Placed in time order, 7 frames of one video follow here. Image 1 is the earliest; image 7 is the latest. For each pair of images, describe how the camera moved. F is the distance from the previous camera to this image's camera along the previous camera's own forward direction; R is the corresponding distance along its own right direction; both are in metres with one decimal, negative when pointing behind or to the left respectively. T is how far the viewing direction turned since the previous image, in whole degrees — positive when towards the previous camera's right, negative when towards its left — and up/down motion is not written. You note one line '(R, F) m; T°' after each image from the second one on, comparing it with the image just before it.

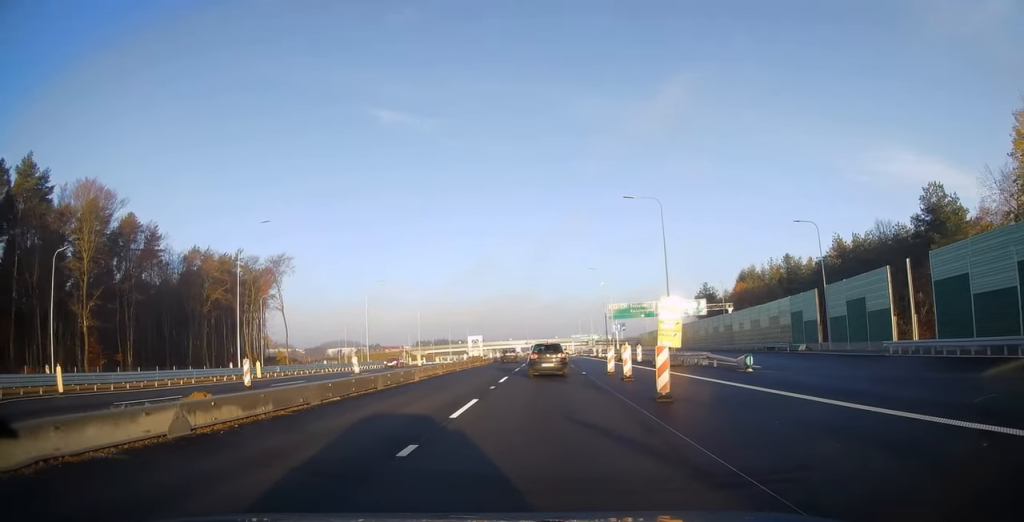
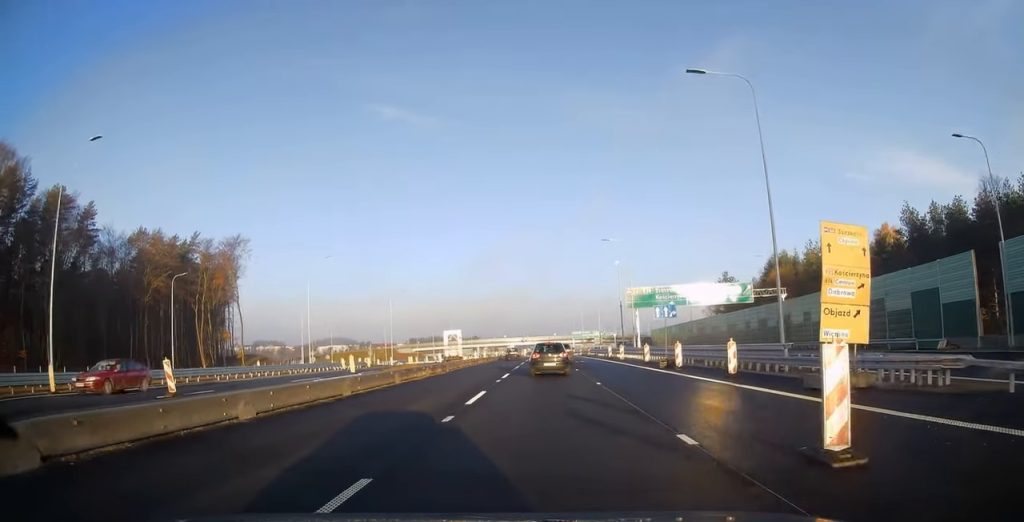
(+0.1, +21.3) m; 0°
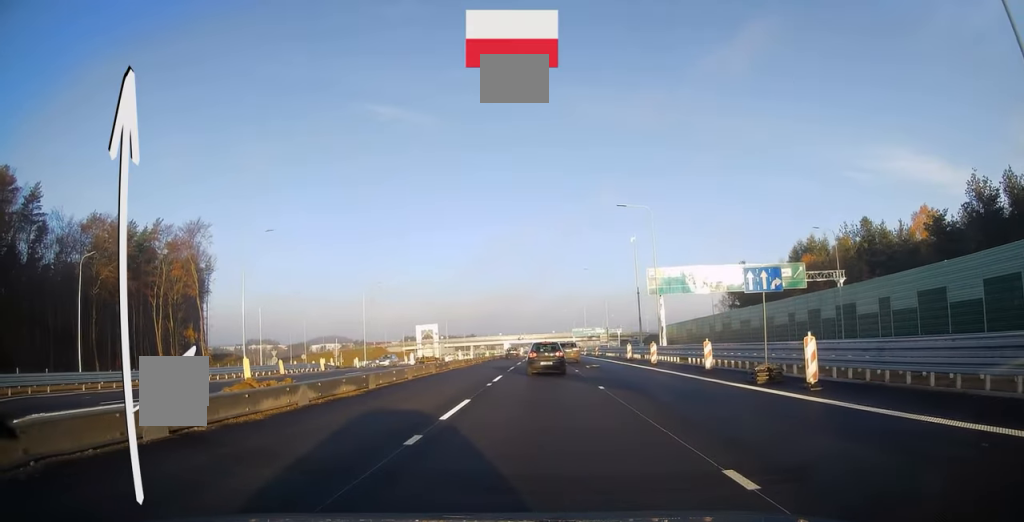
(0.0, +15.0) m; 0°
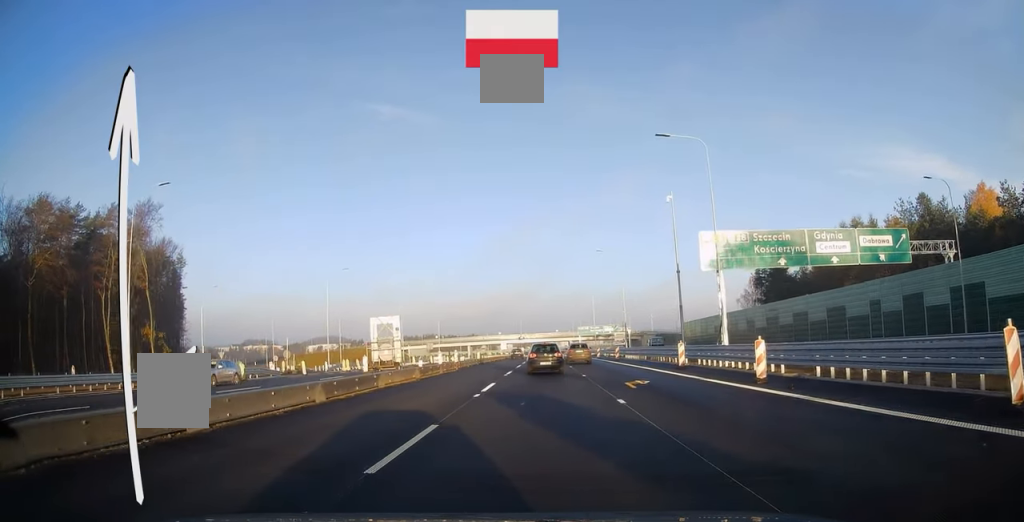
(0.0, +16.8) m; 0°
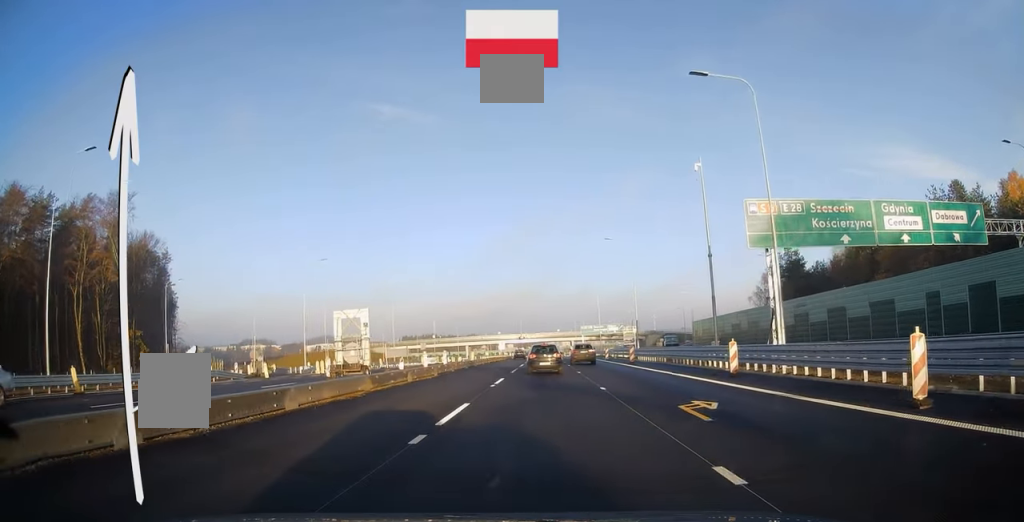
(+0.1, +7.9) m; 0°
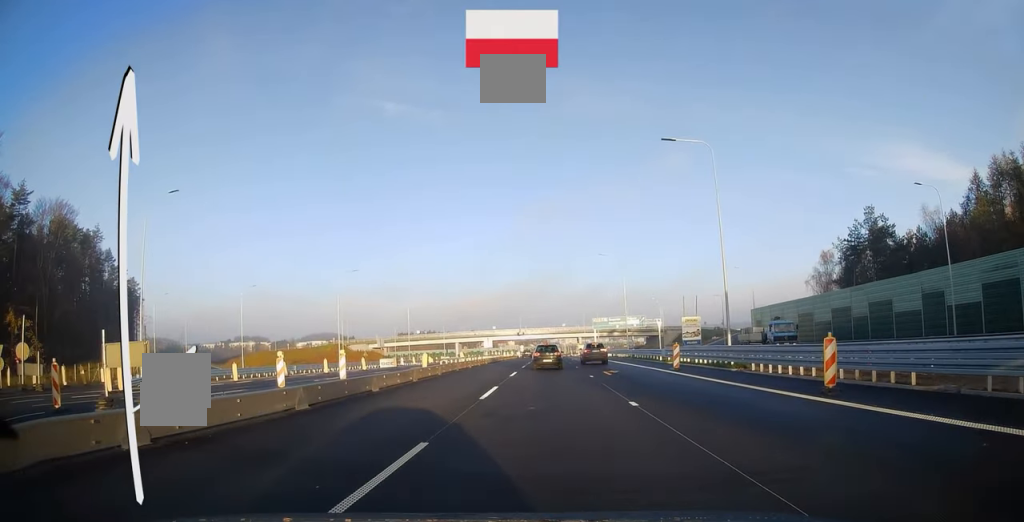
(-0.2, +29.9) m; 0°
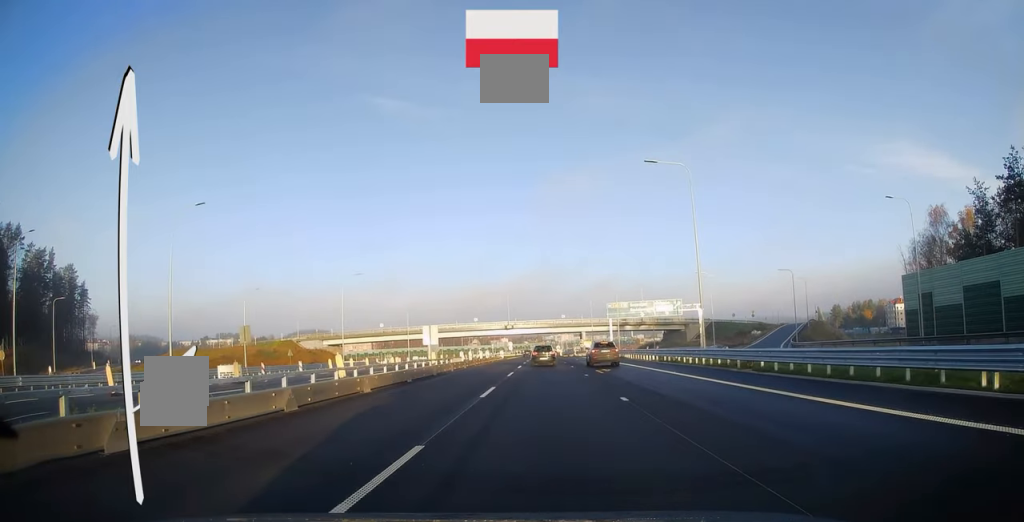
(+0.2, +36.5) m; 0°
